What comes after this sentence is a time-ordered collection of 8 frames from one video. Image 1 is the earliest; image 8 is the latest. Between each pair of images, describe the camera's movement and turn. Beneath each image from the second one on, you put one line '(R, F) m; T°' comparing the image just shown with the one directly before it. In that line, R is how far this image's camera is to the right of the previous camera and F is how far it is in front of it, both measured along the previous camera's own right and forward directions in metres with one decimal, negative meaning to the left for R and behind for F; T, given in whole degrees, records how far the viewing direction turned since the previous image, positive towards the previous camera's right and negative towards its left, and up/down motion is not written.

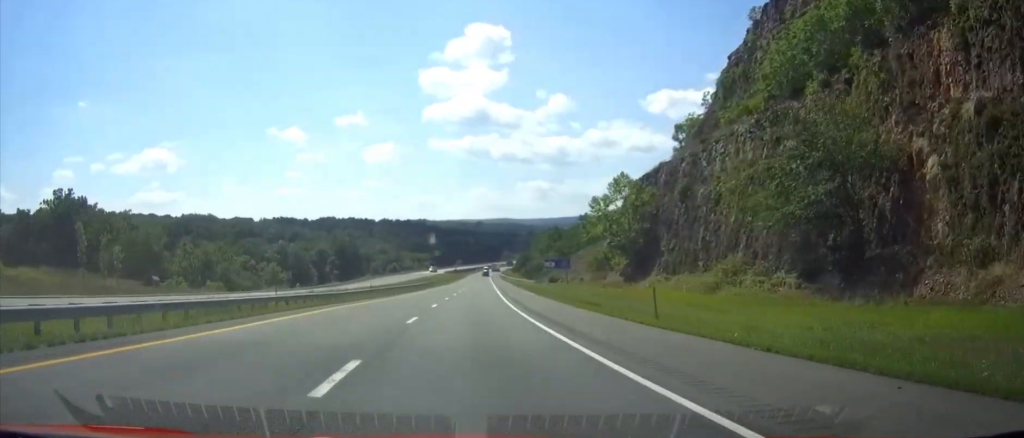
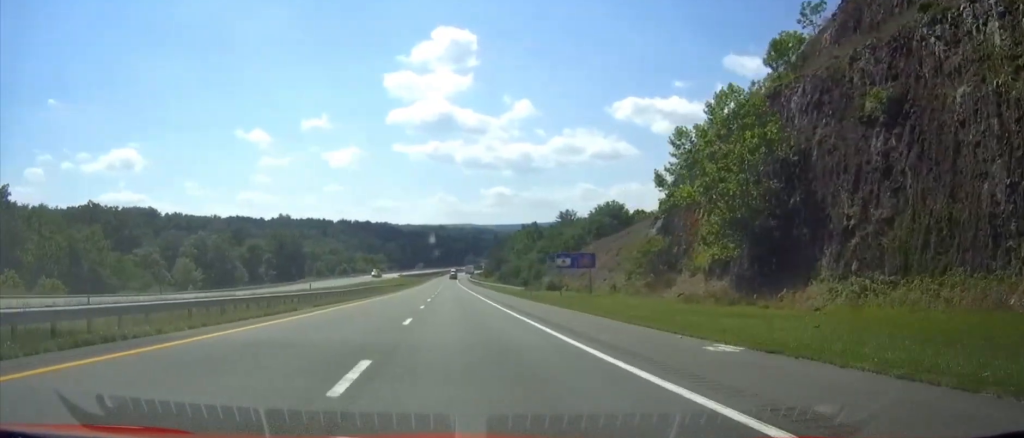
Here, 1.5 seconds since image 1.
(+0.9, +48.6) m; +1°
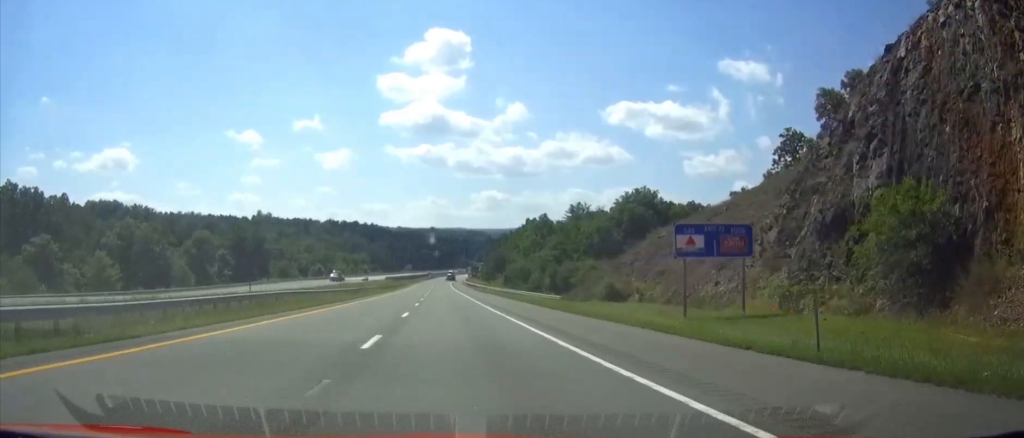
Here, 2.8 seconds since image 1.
(0.0, +43.1) m; 0°
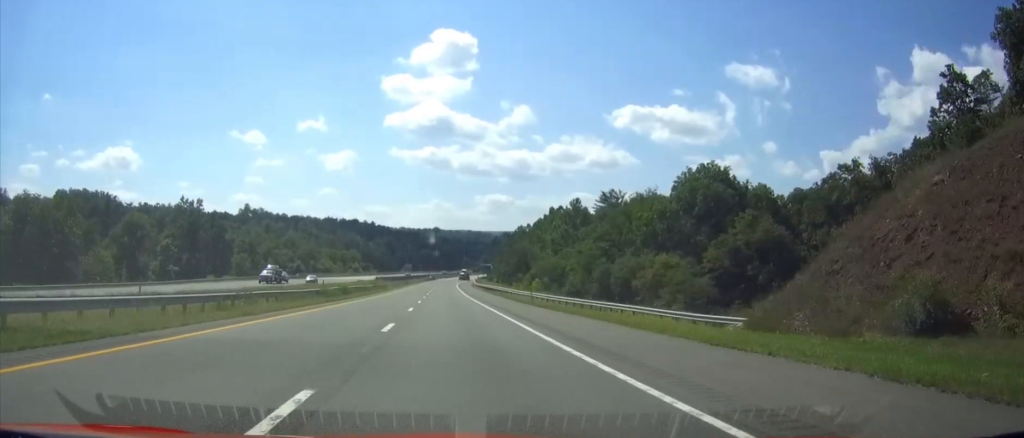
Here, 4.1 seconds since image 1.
(0.0, +44.3) m; 0°
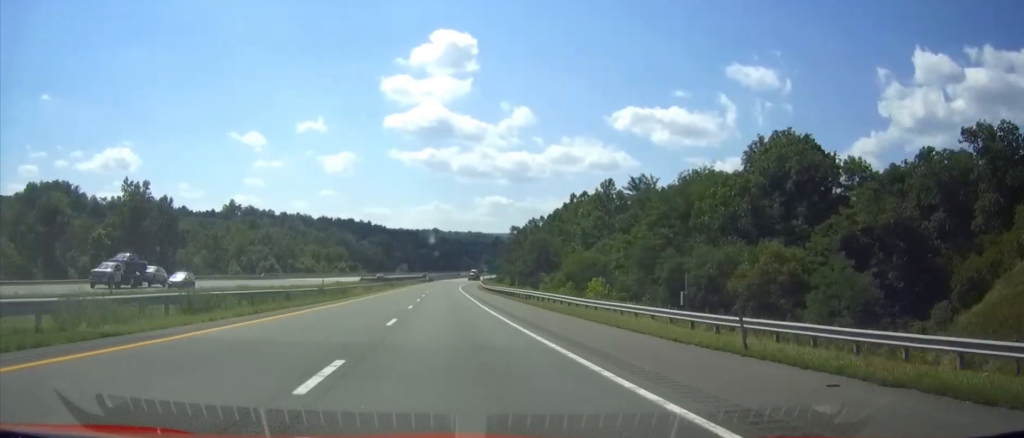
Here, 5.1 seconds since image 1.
(0.0, +33.3) m; 0°
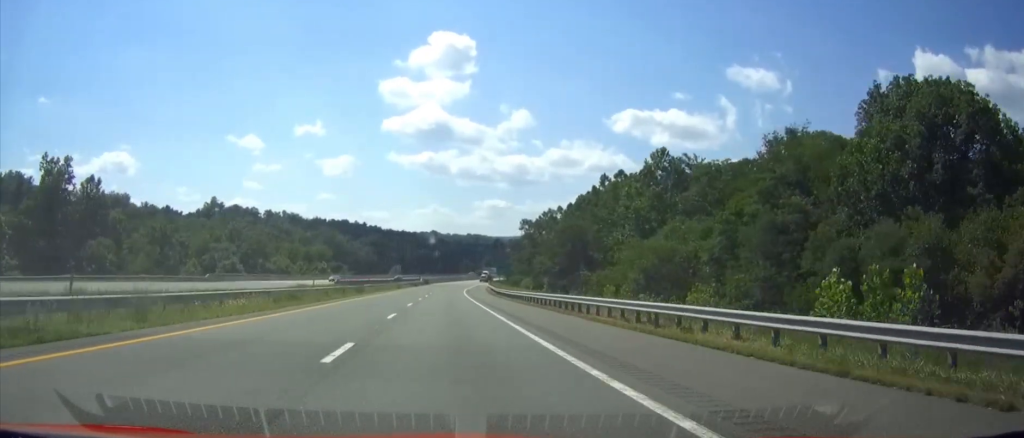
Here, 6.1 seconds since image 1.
(0.0, +33.4) m; 0°
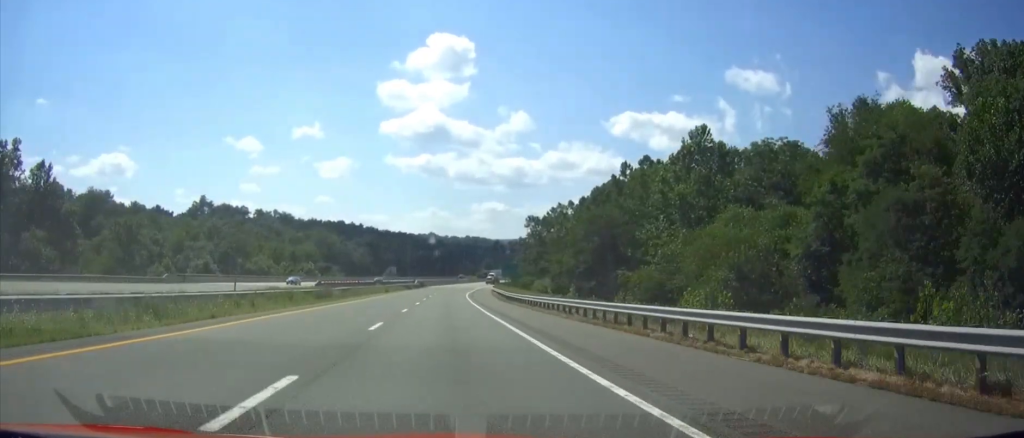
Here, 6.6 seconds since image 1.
(0.0, +16.7) m; 0°
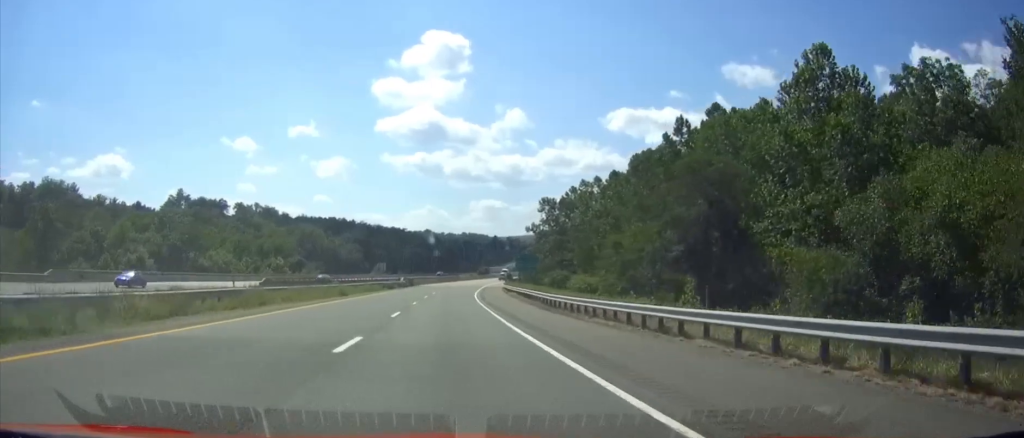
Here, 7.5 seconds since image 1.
(0.0, +30.2) m; +1°
